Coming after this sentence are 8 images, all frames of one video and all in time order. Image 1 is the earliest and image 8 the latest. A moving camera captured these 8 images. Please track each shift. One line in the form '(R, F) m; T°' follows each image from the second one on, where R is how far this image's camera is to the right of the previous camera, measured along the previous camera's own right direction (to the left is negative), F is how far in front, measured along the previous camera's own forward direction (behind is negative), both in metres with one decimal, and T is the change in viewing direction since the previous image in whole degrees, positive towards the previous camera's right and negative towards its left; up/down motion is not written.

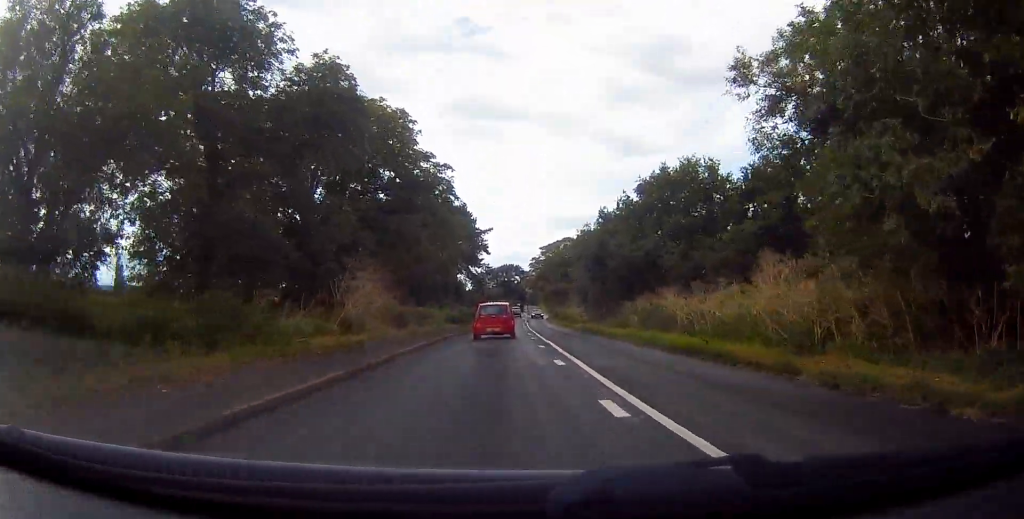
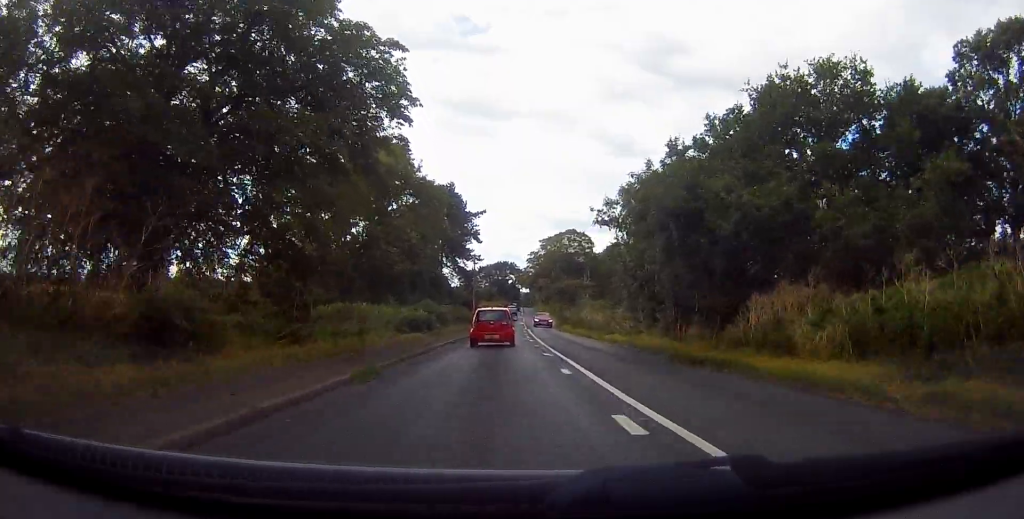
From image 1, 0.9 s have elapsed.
(+0.3, +20.1) m; +1°
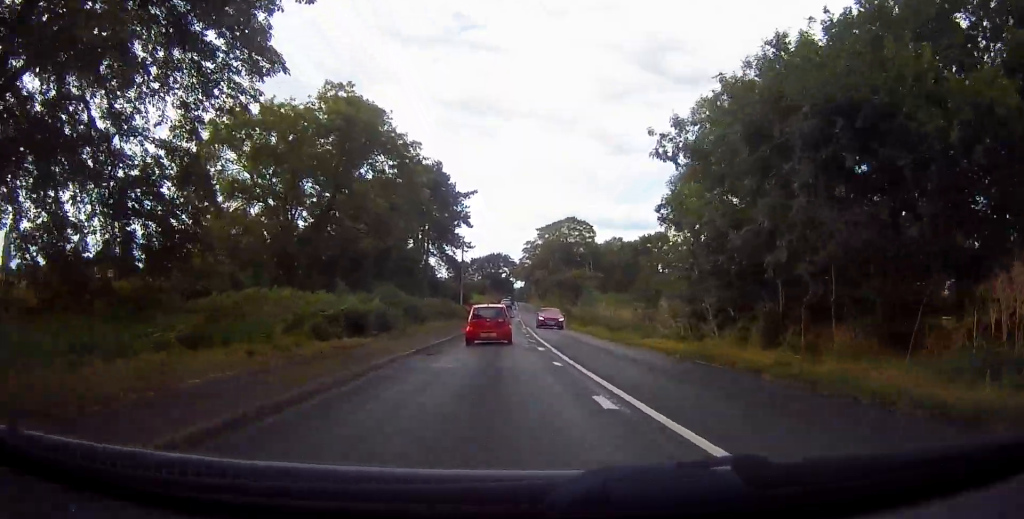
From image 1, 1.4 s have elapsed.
(+0.1, +11.3) m; 0°
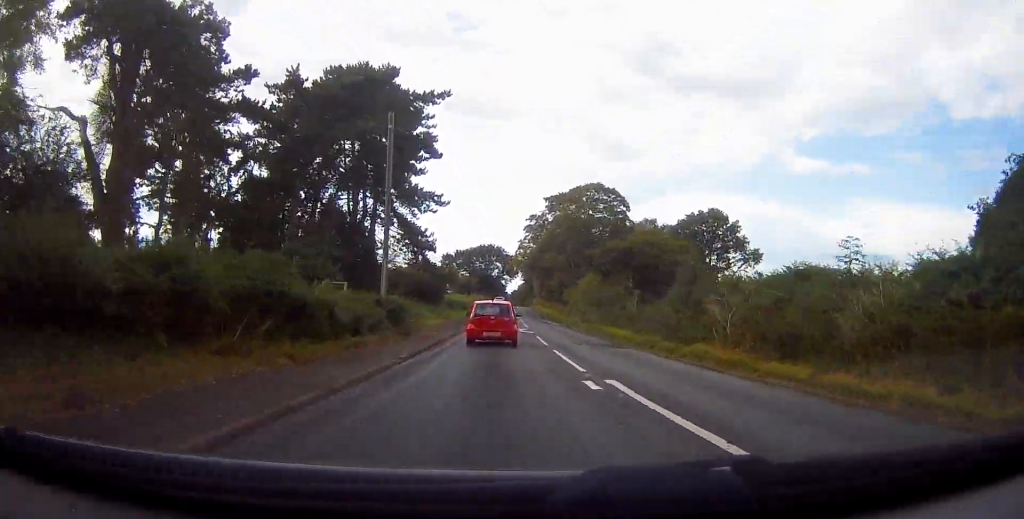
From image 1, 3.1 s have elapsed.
(0.0, +37.2) m; 0°
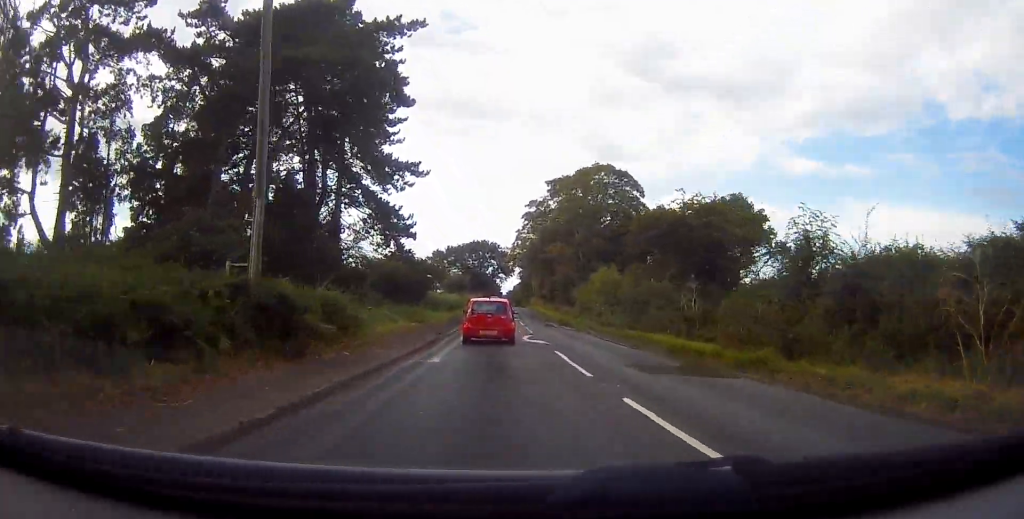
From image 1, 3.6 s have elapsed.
(0.0, +11.3) m; 0°
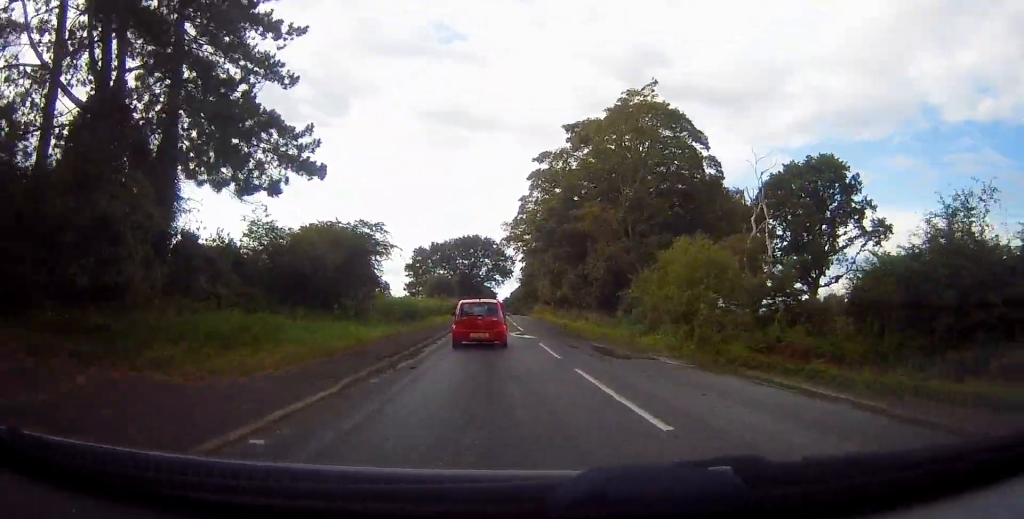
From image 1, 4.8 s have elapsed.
(+0.3, +24.9) m; +1°
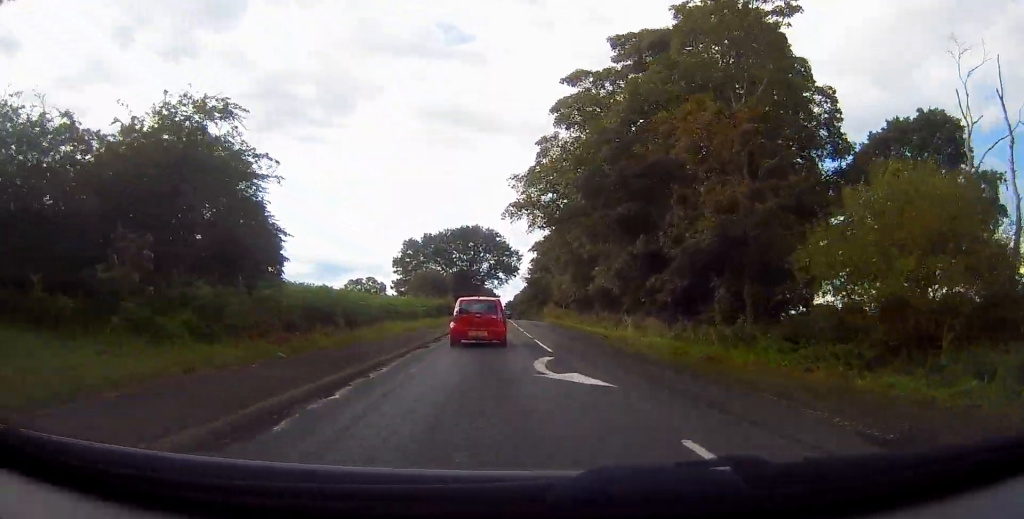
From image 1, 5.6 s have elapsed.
(+0.2, +17.1) m; -1°
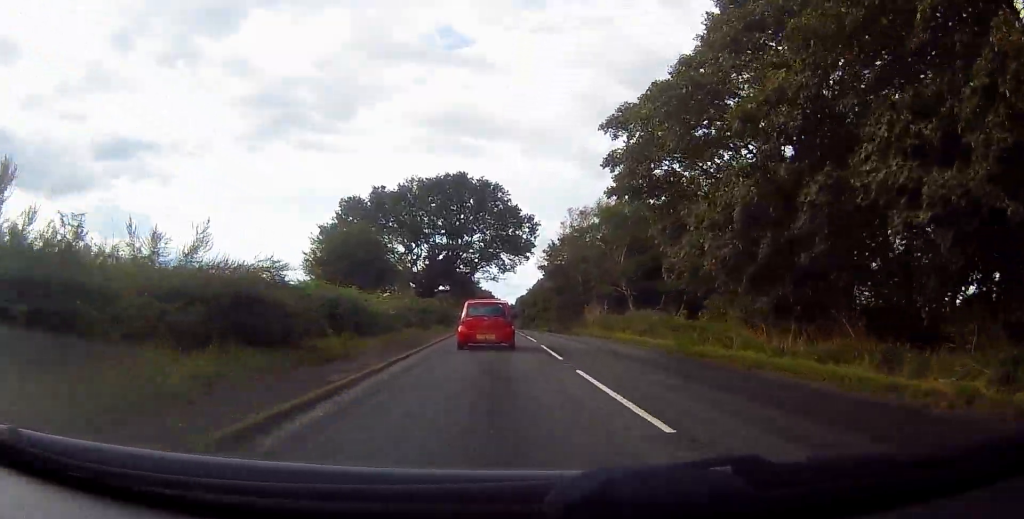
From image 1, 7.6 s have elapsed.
(-0.2, +41.5) m; +1°
